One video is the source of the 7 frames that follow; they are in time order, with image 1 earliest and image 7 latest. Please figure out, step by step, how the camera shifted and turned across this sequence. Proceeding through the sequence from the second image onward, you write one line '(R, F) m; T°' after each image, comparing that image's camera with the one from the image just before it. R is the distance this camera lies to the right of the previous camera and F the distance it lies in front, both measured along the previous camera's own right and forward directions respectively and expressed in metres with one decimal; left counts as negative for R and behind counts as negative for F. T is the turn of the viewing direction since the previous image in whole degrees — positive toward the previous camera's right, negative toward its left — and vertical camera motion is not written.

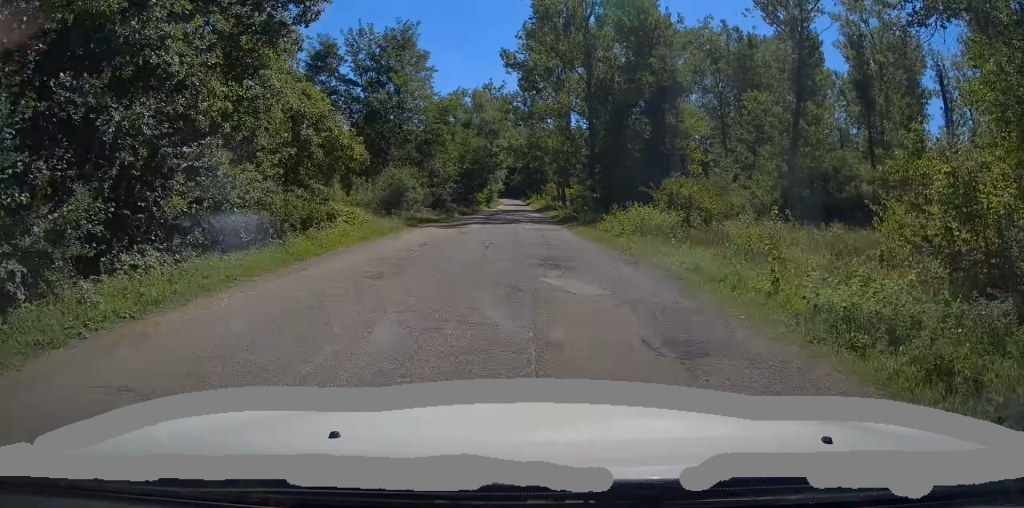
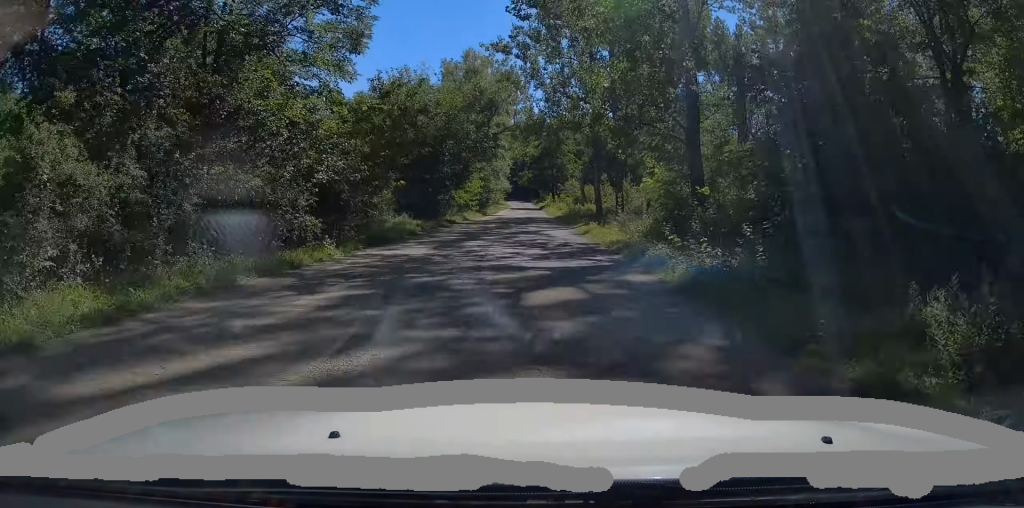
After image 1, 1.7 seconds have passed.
(0.0, +28.1) m; 0°
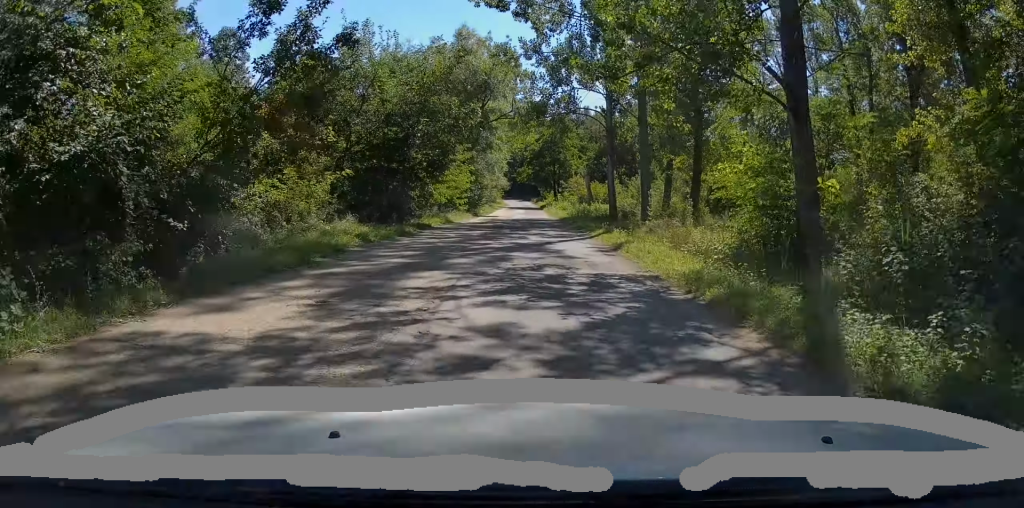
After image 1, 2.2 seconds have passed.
(0.0, +8.8) m; 0°
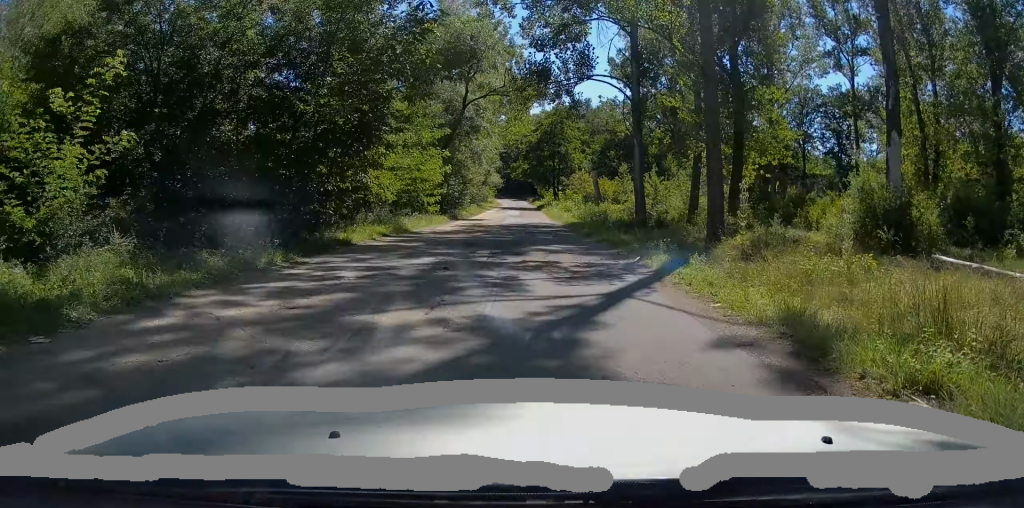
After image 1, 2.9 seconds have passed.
(0.0, +11.6) m; 0°
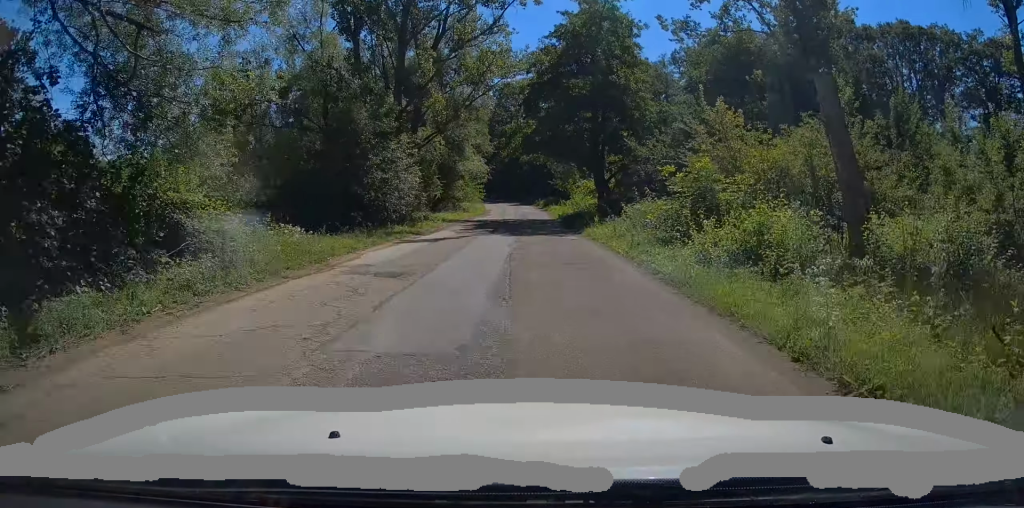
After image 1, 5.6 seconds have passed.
(-0.2, +45.2) m; -1°
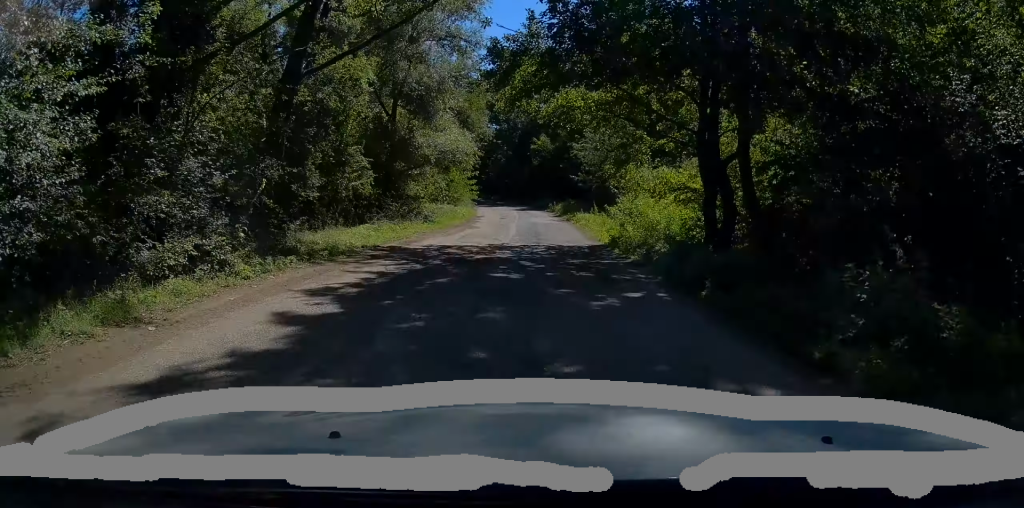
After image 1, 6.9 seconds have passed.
(-0.1, +21.9) m; -1°
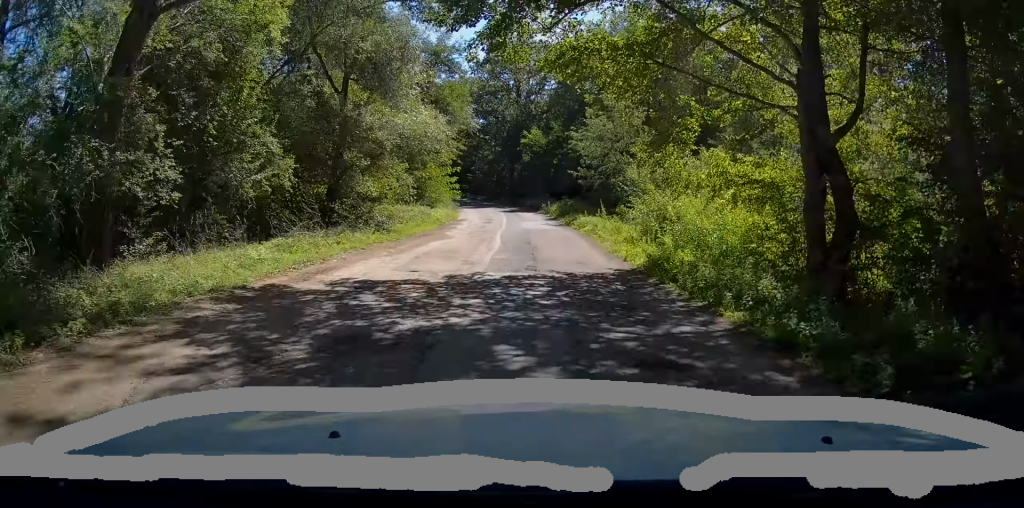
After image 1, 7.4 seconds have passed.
(-0.1, +7.1) m; 0°
